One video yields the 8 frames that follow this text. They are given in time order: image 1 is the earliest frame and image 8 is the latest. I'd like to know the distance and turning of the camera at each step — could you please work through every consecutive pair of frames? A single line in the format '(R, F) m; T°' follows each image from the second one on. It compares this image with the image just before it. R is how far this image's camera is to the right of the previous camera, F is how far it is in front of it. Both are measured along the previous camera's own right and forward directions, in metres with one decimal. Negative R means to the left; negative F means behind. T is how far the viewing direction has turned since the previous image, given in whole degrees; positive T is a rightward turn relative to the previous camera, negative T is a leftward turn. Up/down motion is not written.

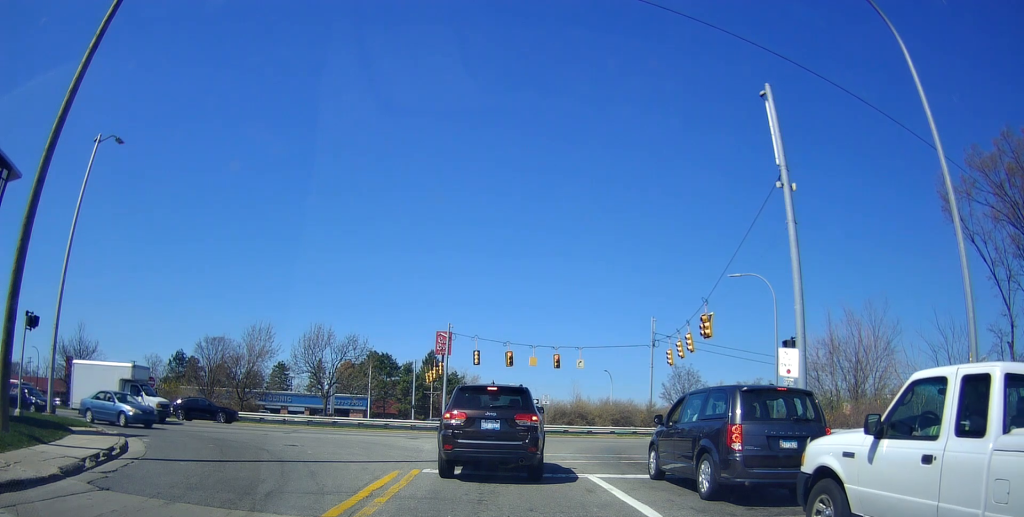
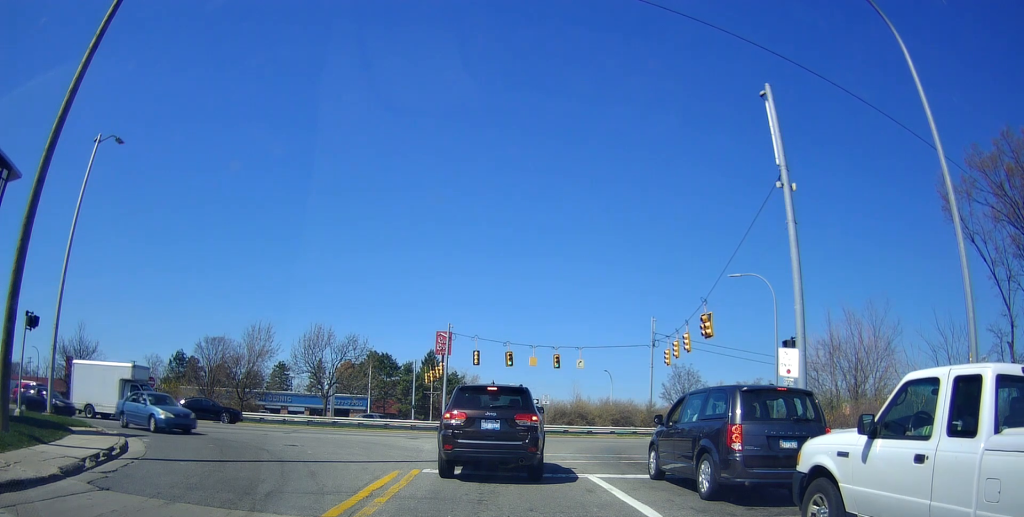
(0.0, 0.0) m; 0°
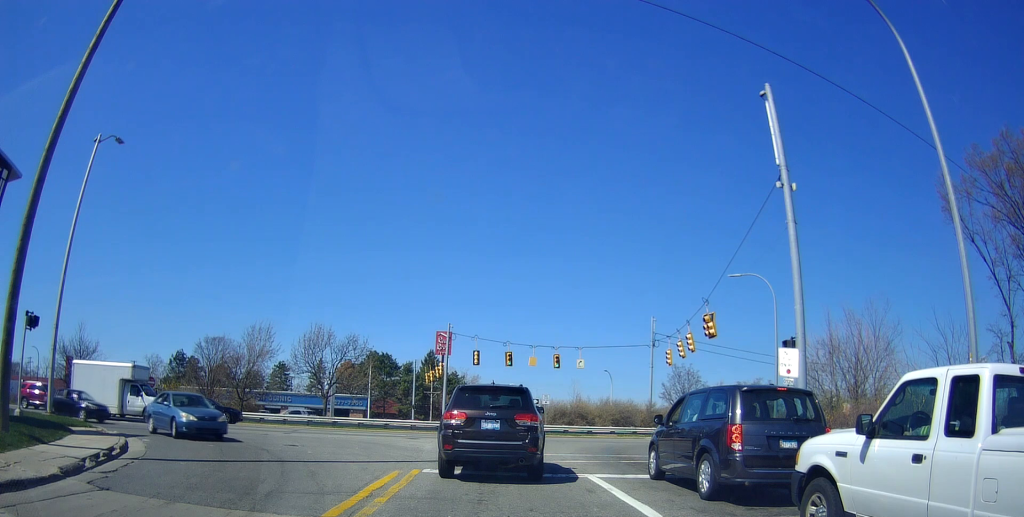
(0.0, 0.0) m; 0°
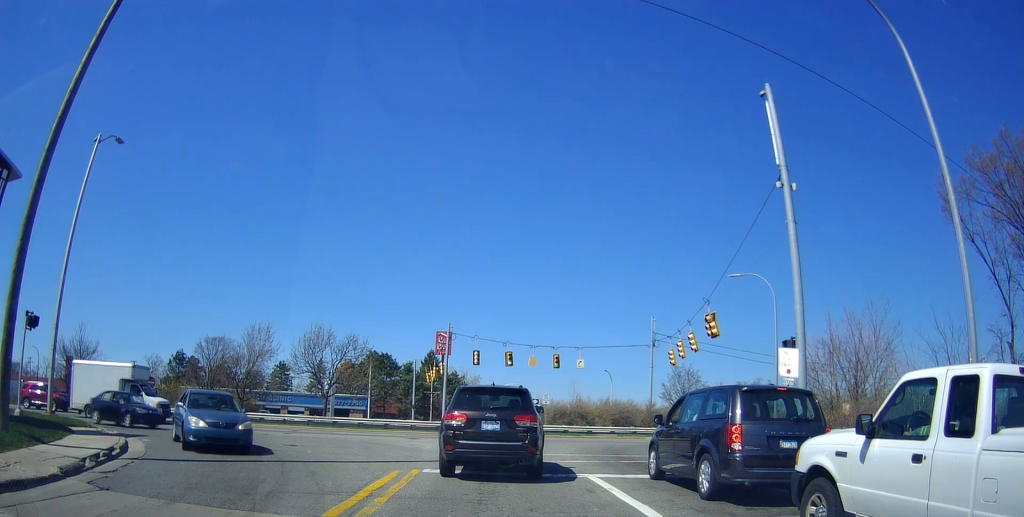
(0.0, 0.0) m; 0°
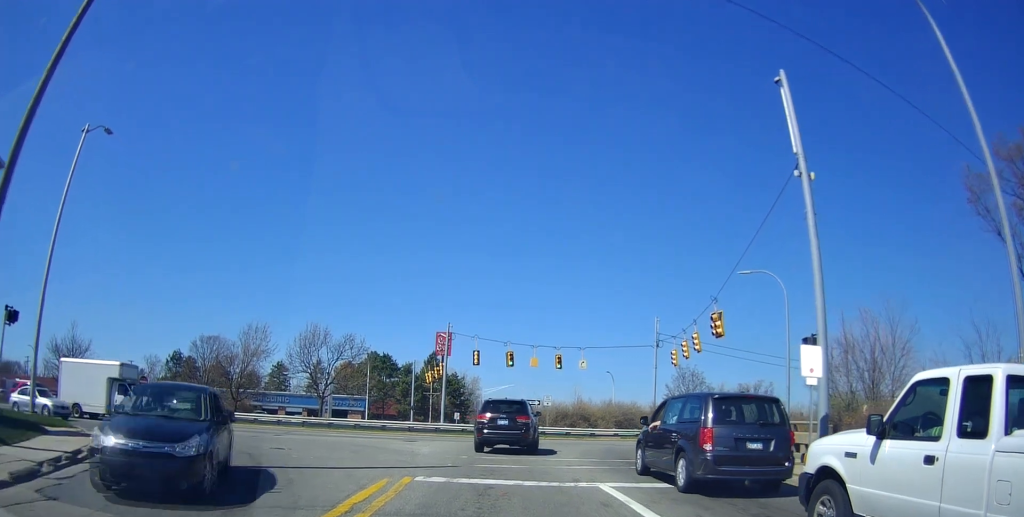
(0.0, +0.5) m; 0°
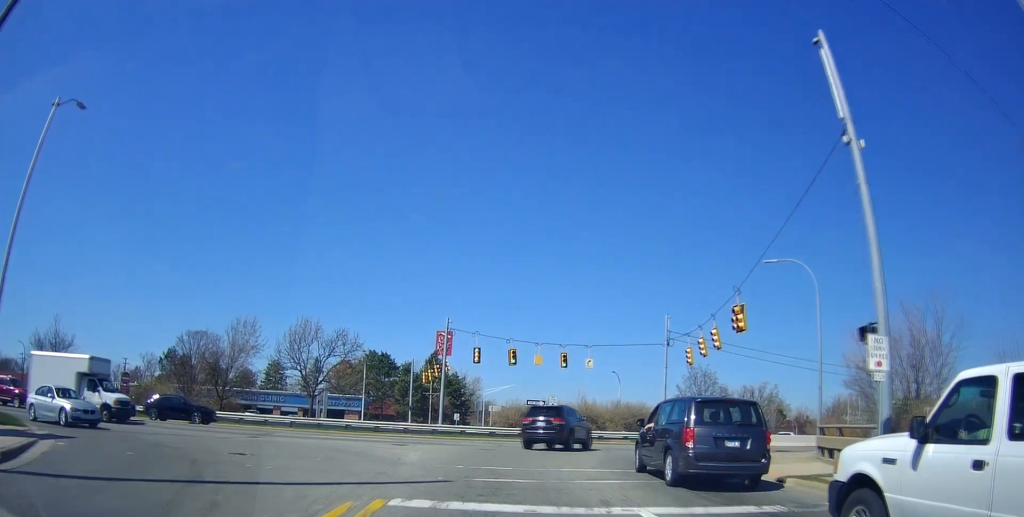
(0.0, +0.6) m; 0°
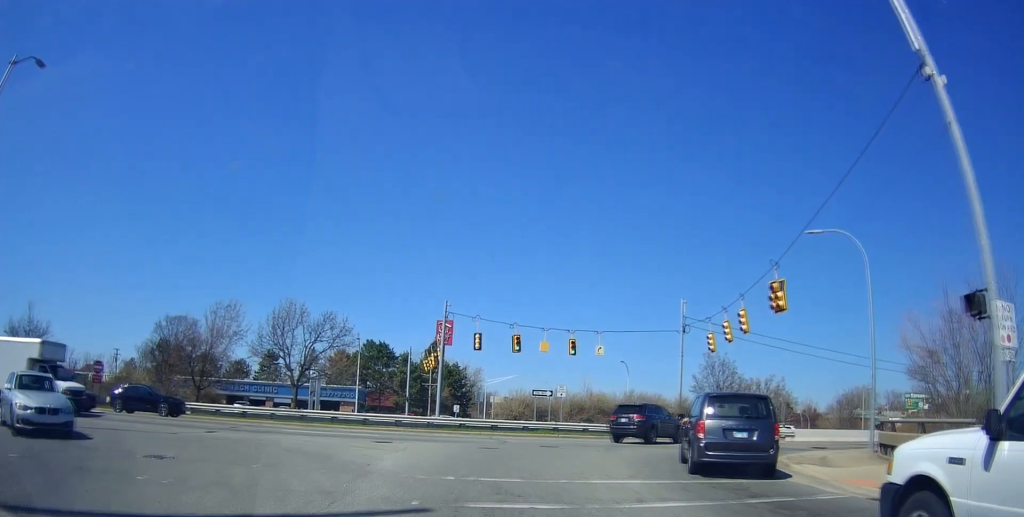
(0.0, +2.1) m; -4°
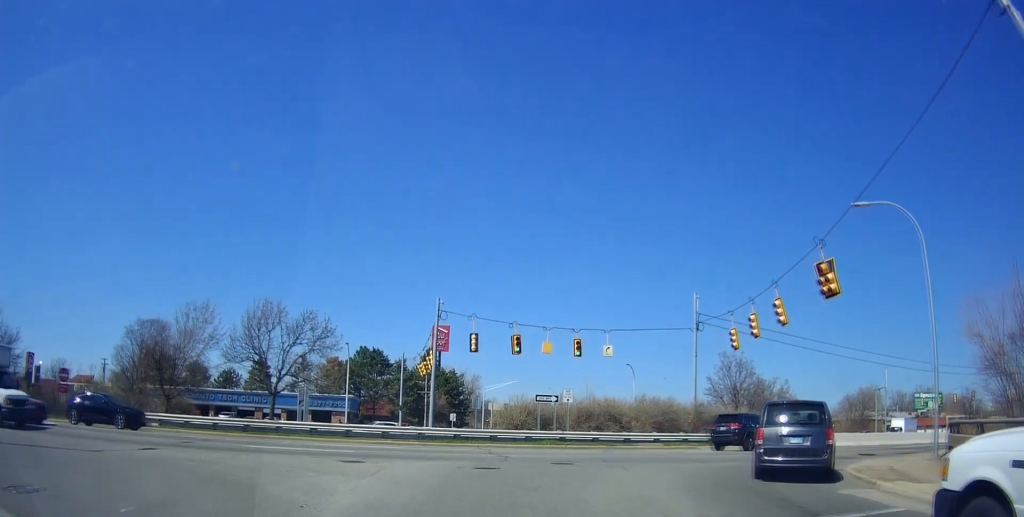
(-0.1, +2.8) m; +1°
